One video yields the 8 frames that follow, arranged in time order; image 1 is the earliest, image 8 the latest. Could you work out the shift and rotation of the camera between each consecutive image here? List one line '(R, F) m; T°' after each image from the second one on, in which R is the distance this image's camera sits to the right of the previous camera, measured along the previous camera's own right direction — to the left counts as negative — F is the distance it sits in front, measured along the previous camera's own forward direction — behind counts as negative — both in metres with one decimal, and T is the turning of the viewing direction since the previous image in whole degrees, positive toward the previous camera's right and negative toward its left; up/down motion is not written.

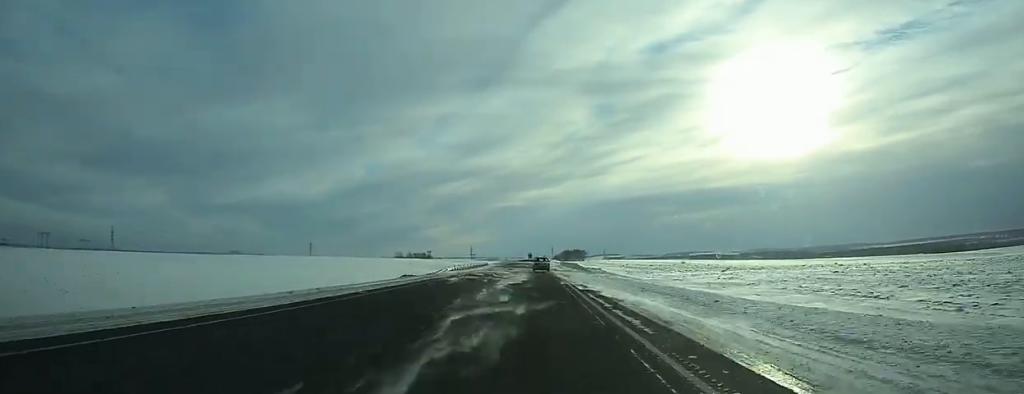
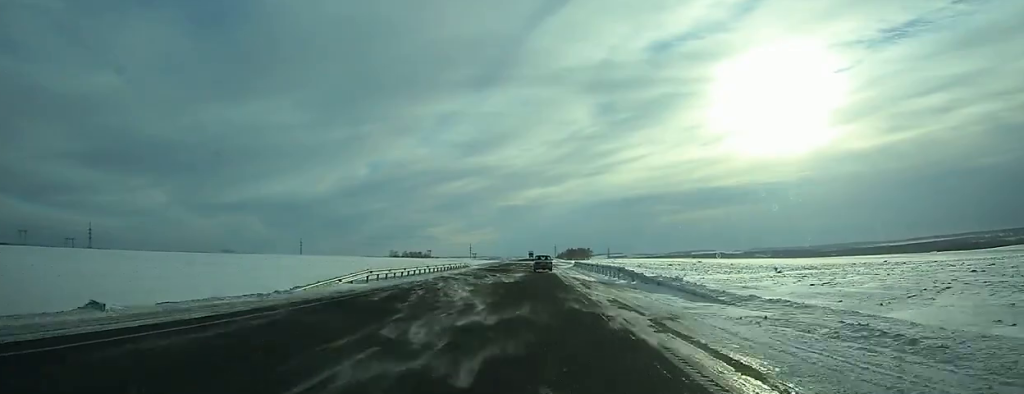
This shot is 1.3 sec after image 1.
(0.0, +33.5) m; 0°
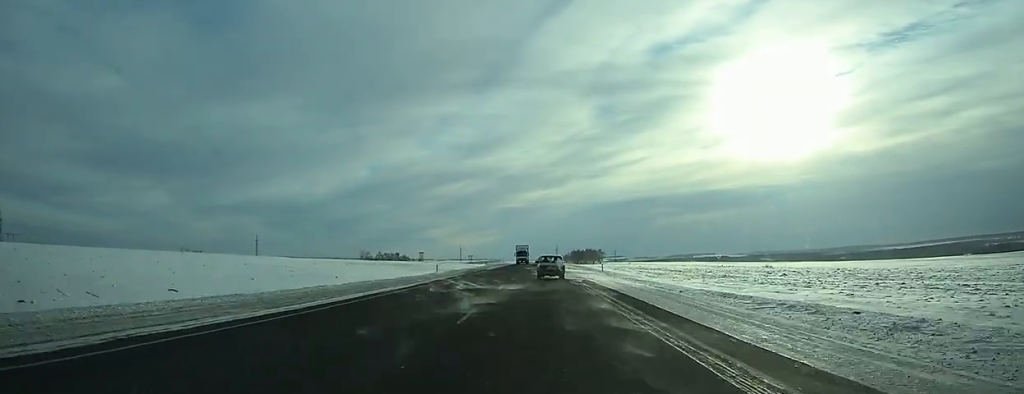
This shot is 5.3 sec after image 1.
(-0.2, +102.2) m; 0°
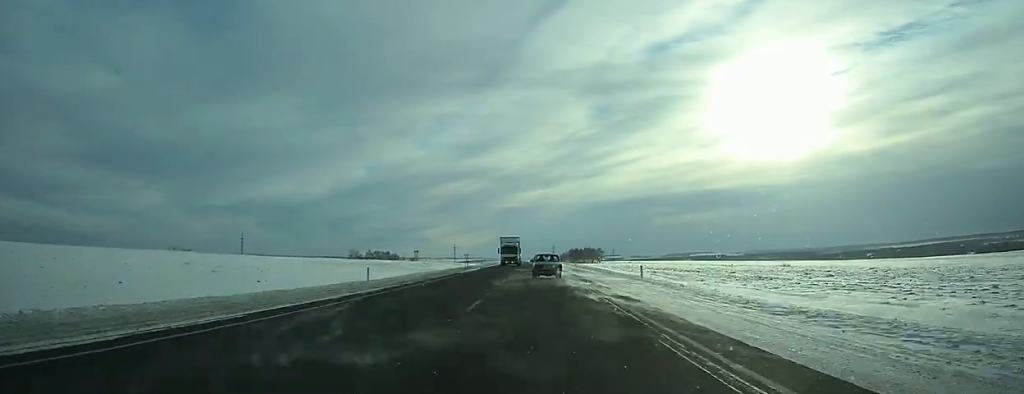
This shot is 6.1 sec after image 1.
(0.0, +21.4) m; 0°
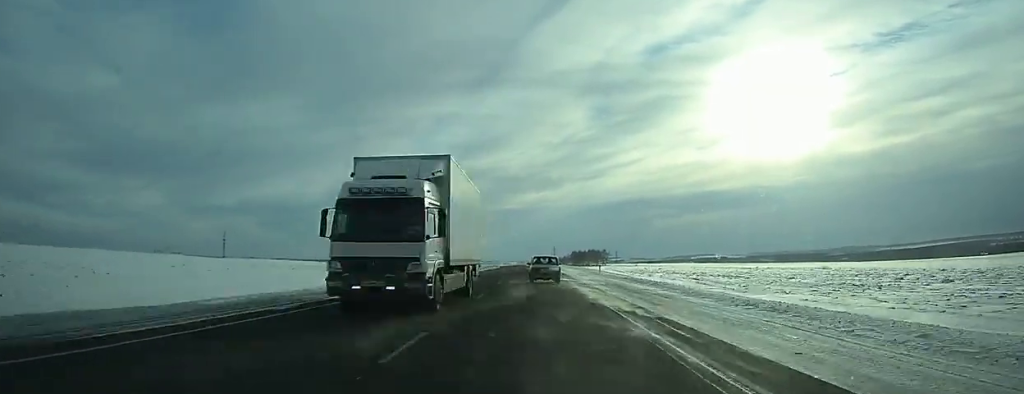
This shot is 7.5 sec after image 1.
(+0.1, +31.9) m; 0°
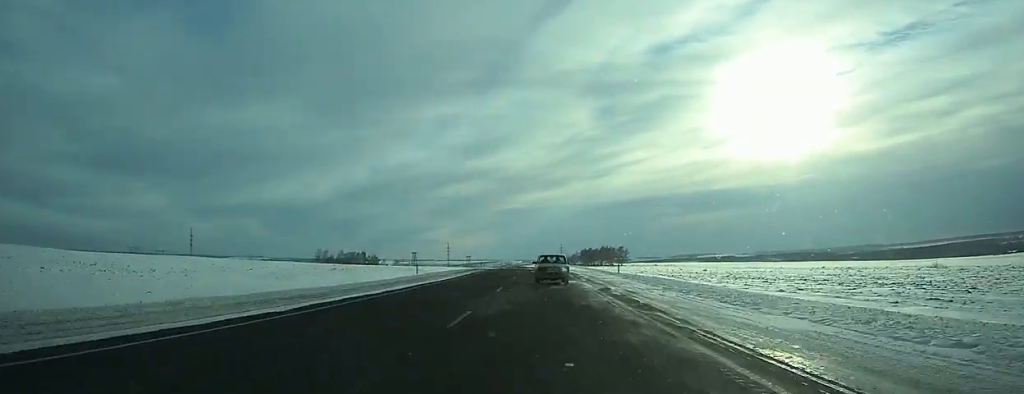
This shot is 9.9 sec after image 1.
(+0.1, +57.7) m; 0°
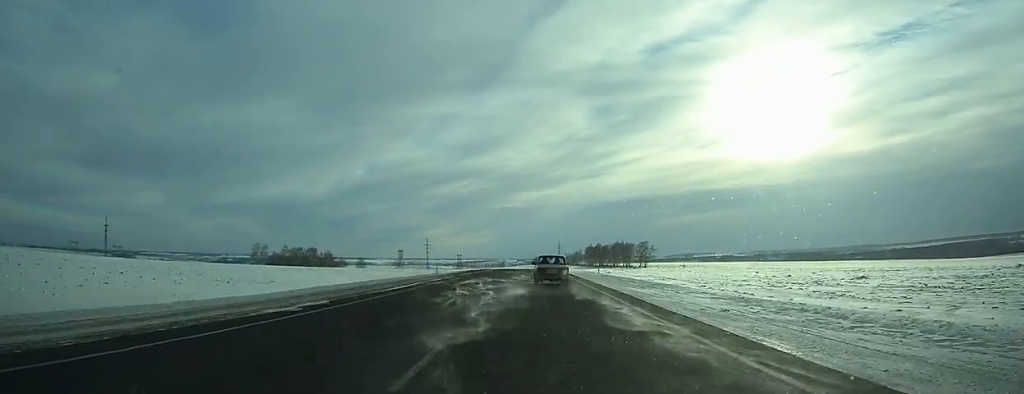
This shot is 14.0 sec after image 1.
(0.0, +93.0) m; 0°
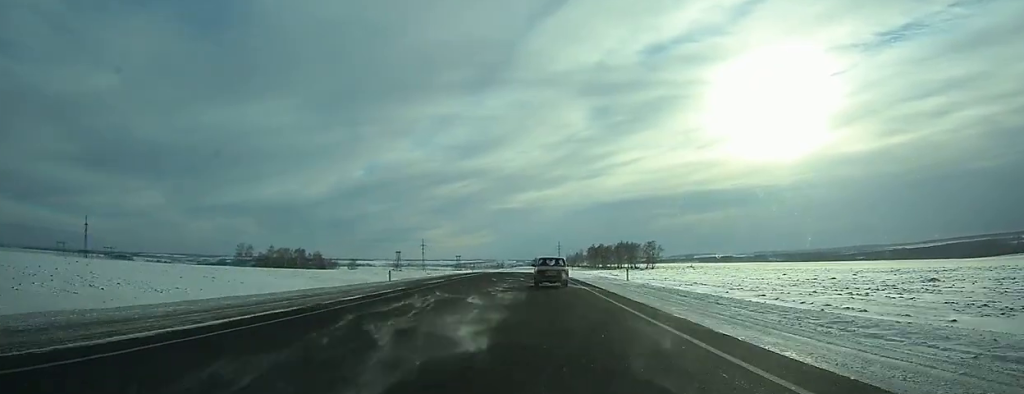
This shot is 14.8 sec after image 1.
(0.0, +18.1) m; 0°
